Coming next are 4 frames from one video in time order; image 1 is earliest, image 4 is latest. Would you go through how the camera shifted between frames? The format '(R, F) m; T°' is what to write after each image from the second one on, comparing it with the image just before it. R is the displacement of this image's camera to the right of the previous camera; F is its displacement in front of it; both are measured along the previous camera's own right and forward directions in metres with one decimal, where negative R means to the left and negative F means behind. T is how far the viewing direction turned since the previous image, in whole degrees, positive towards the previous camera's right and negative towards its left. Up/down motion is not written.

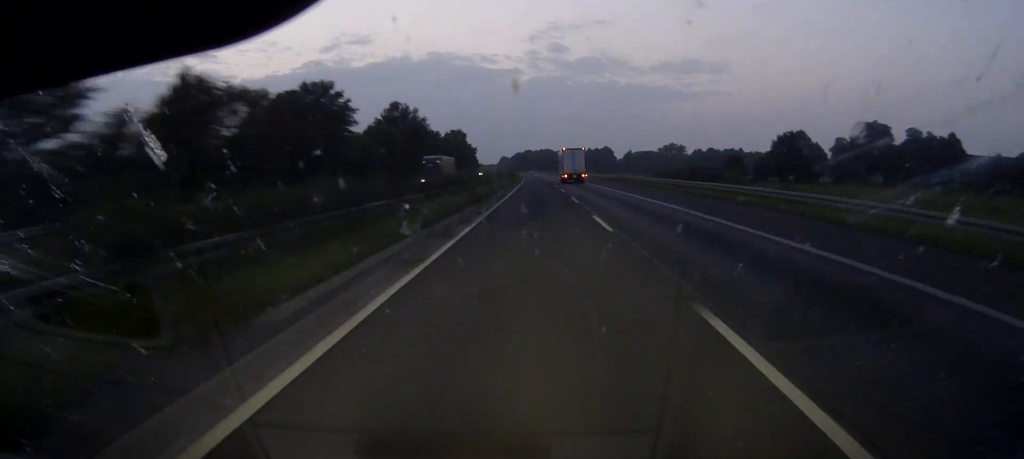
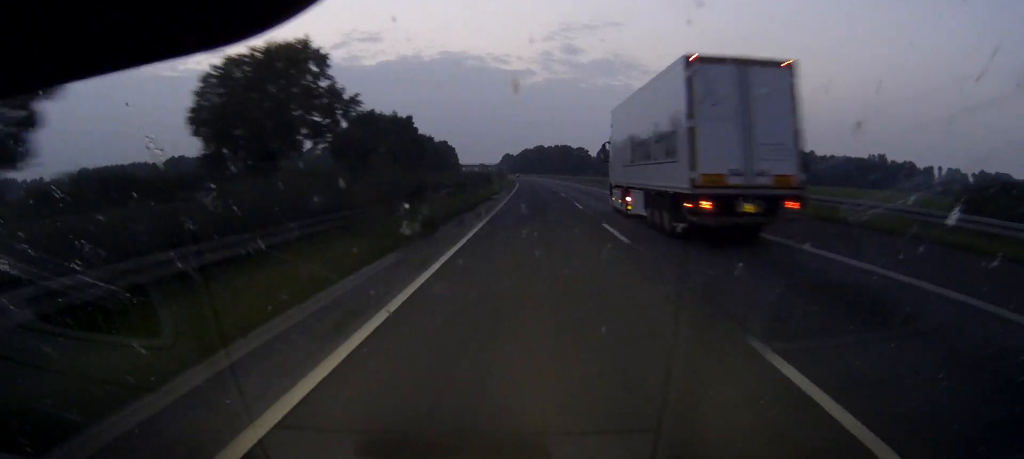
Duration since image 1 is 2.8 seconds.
(-1.2, +137.5) m; -1°
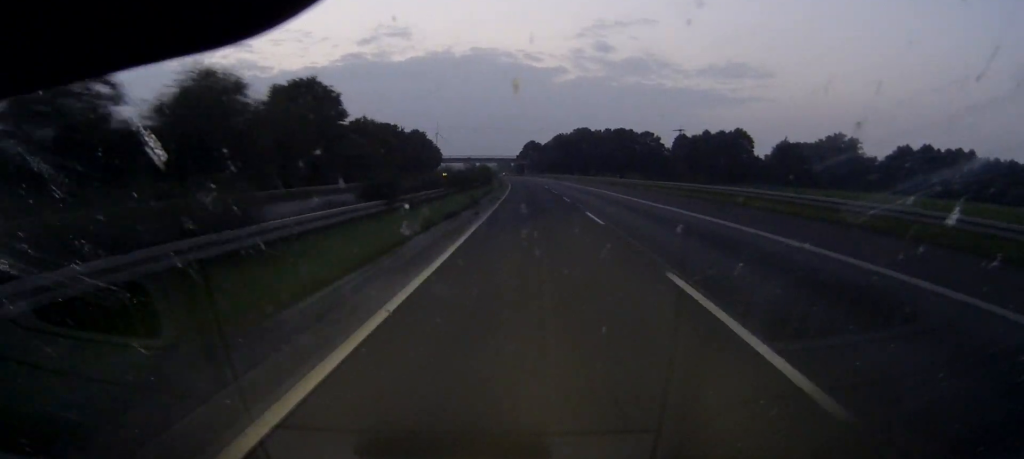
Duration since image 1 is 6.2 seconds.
(-3.9, +163.4) m; -3°
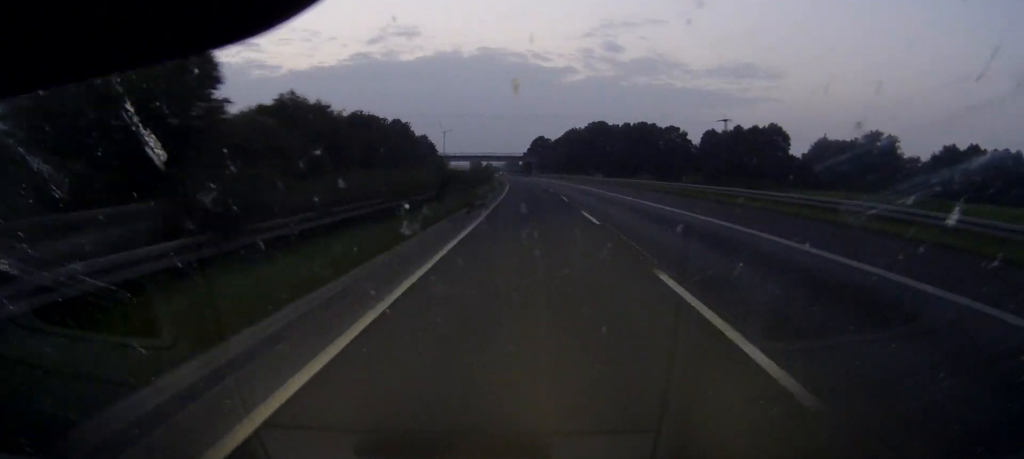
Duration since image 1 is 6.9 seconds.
(-0.2, +33.8) m; -1°
